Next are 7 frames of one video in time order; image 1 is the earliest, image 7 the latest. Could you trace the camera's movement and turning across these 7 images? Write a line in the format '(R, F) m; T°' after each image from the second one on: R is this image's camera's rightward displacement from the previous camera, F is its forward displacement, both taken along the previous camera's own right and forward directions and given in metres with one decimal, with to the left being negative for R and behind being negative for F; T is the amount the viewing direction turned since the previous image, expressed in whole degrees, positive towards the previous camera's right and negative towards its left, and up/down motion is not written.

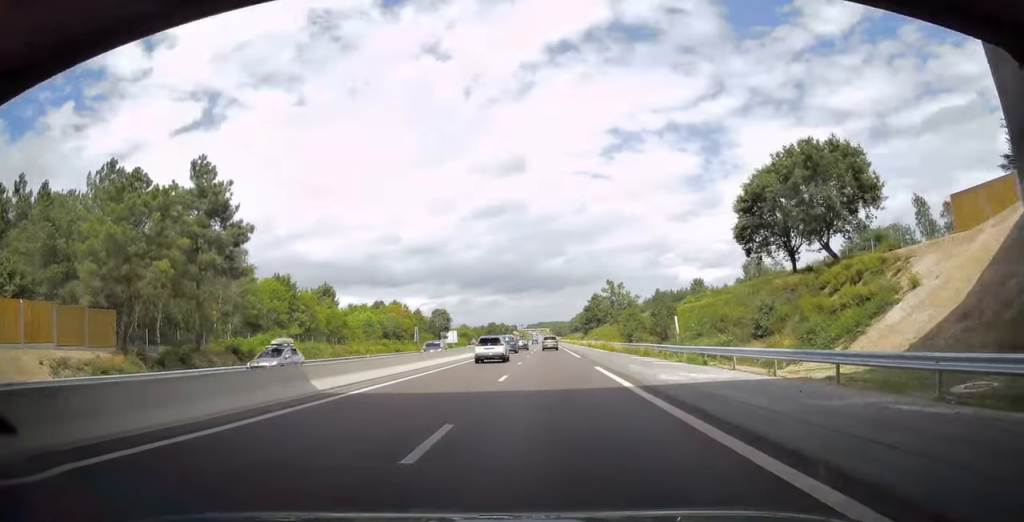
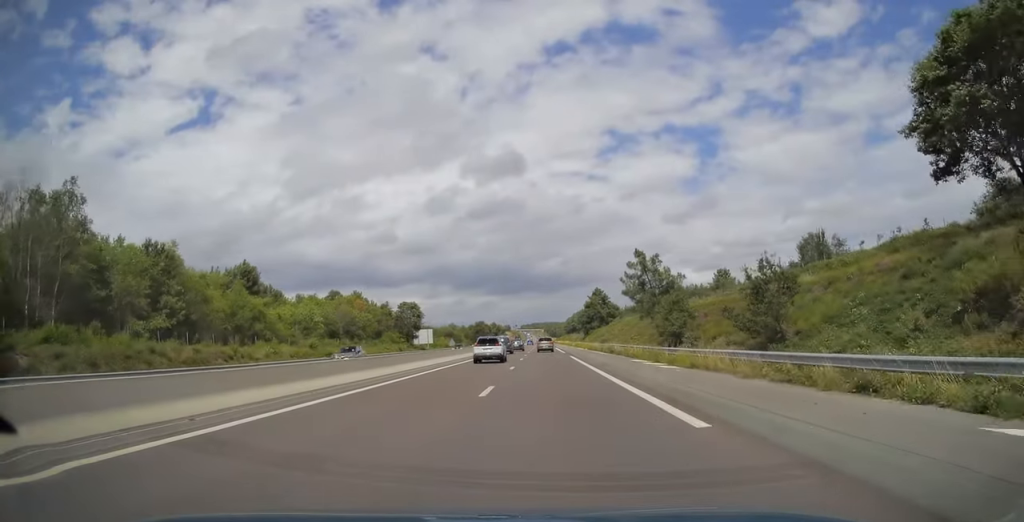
(-0.2, +31.1) m; 0°
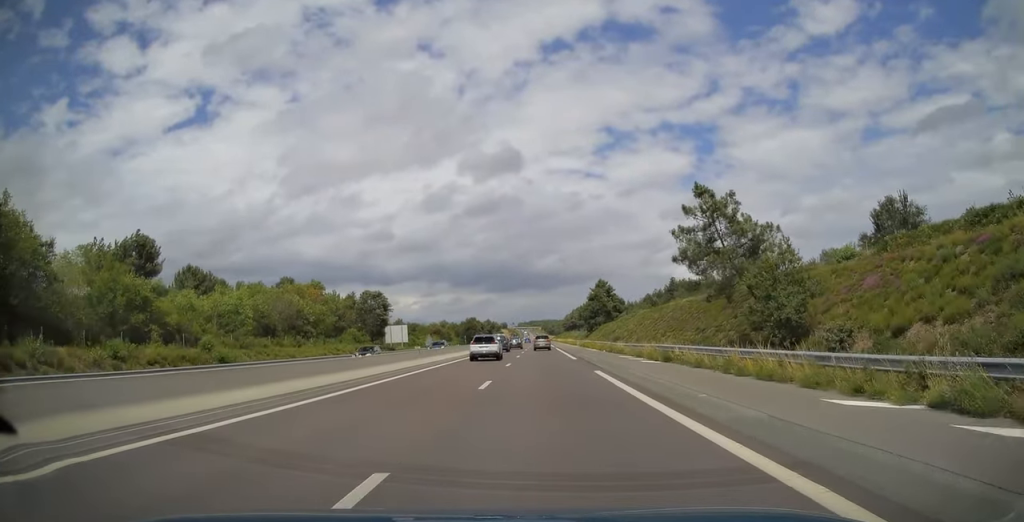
(+0.1, +24.8) m; 0°
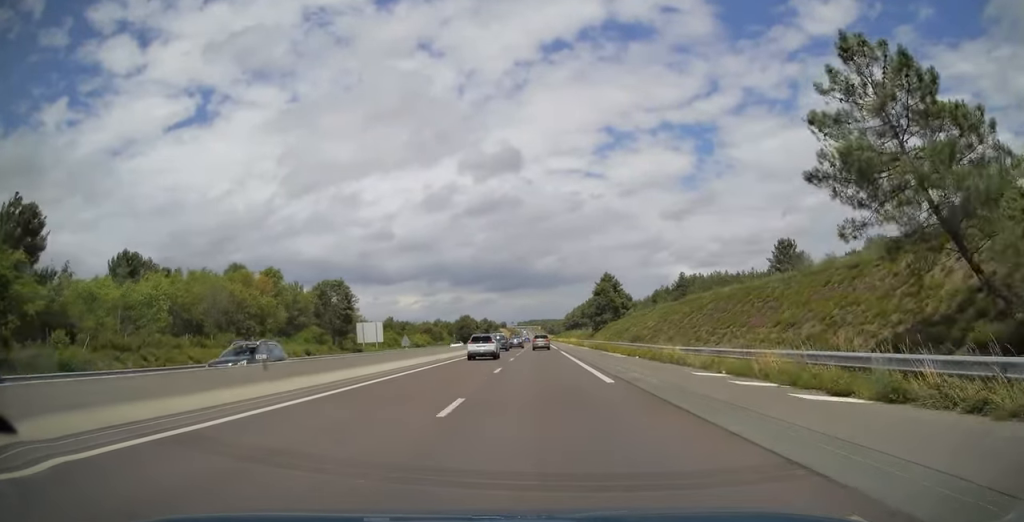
(0.0, +18.8) m; 0°
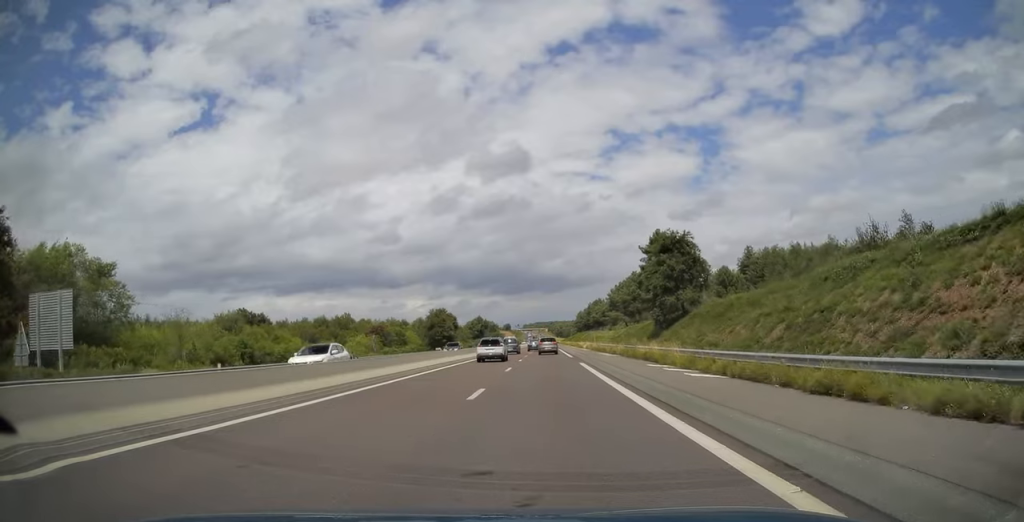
(-0.2, +74.7) m; 0°
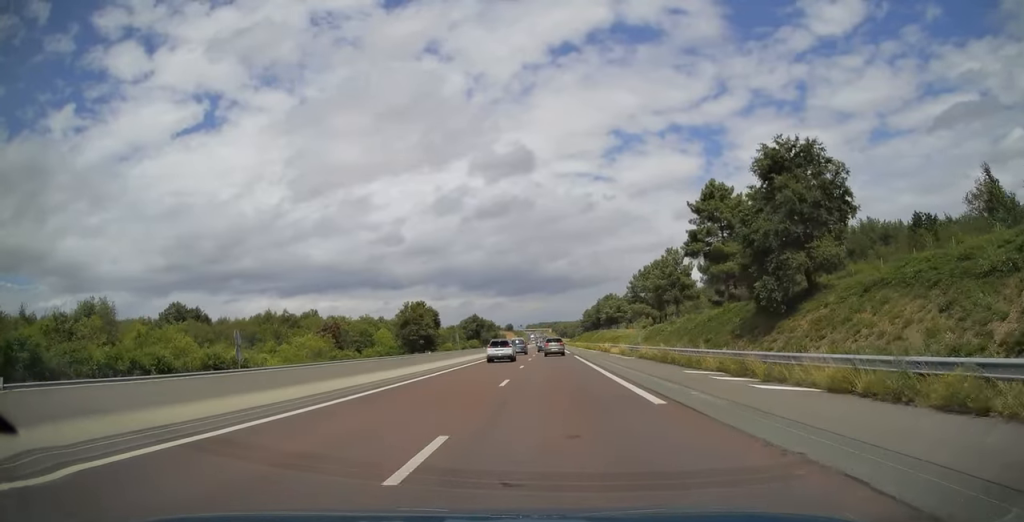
(-0.1, +33.9) m; 0°
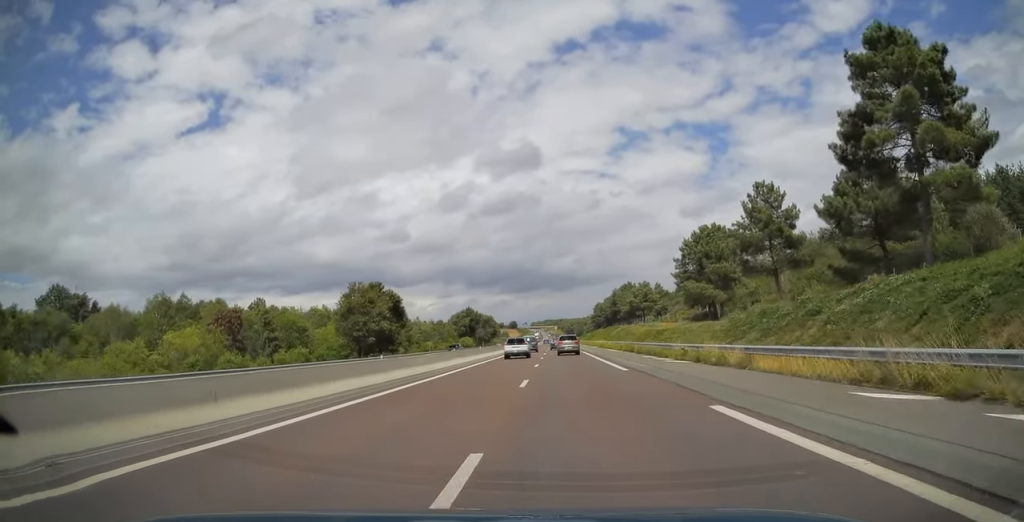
(0.0, +39.9) m; 0°
